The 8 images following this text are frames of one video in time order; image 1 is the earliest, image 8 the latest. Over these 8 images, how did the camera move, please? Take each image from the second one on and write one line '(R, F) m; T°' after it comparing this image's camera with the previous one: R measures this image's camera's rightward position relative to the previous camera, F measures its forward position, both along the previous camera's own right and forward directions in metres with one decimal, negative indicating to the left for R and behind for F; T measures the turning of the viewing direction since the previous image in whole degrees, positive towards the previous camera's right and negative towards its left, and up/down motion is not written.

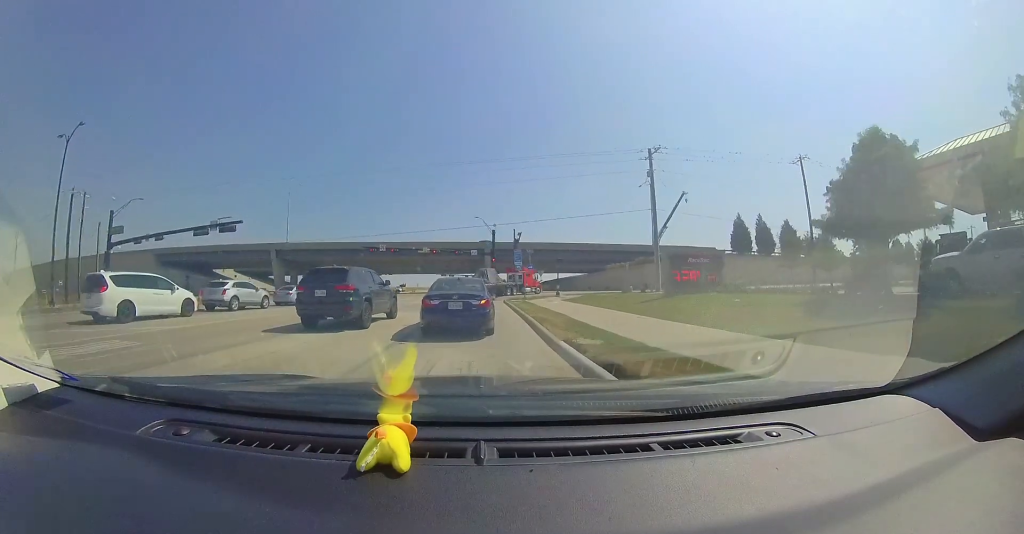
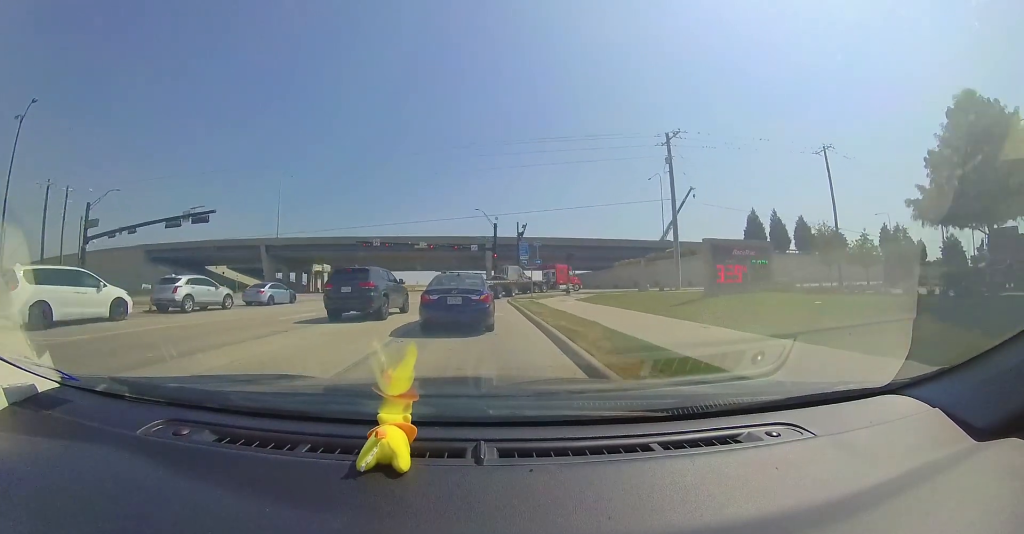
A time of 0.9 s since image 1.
(0.0, +3.7) m; 0°
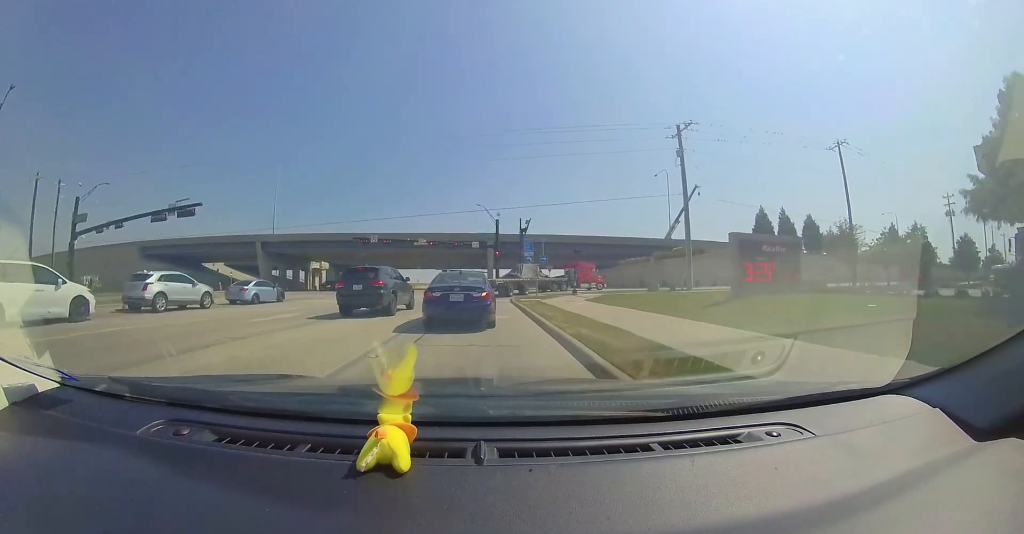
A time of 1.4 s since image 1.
(0.0, +1.9) m; 0°
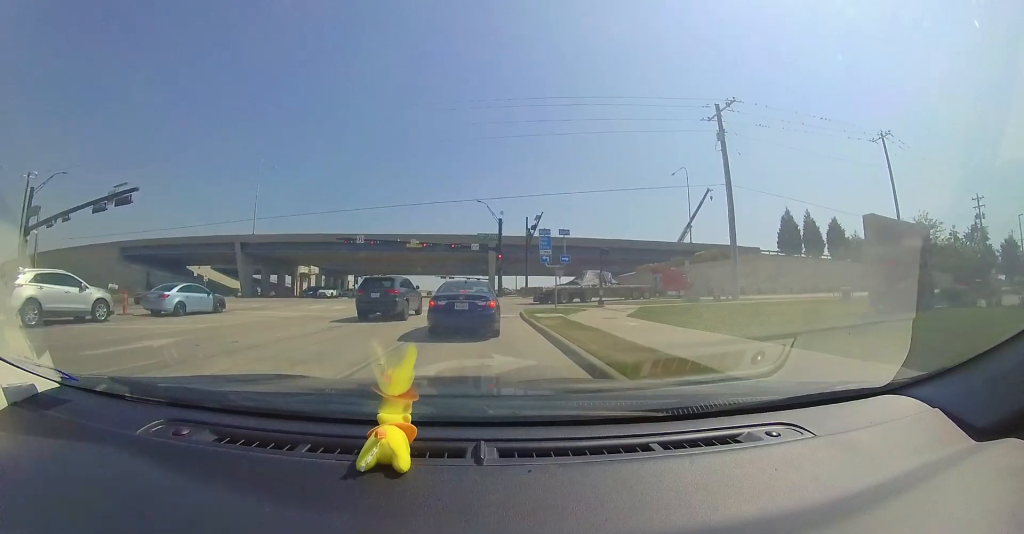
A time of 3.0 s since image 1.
(0.0, +5.6) m; 0°
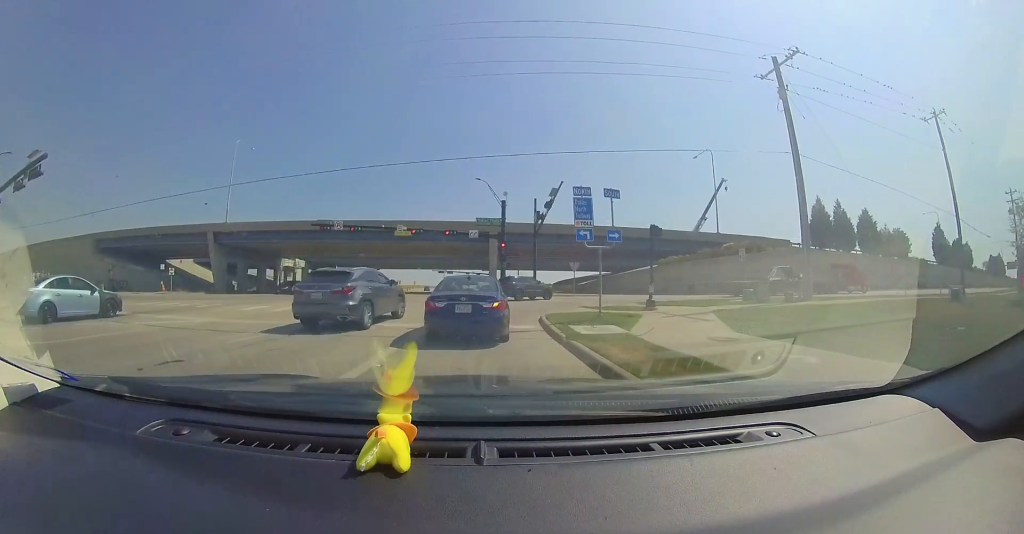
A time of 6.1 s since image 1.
(0.0, +7.9) m; 0°
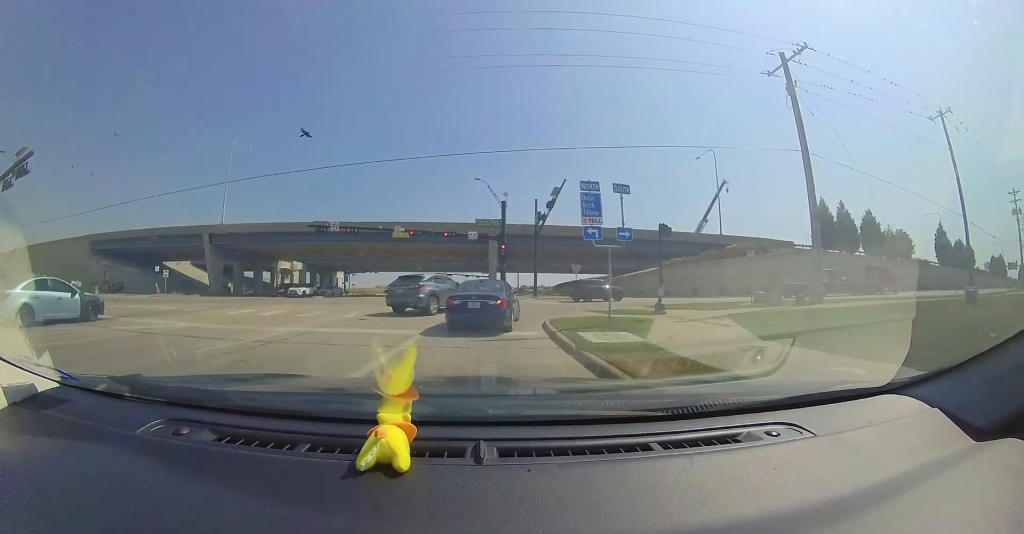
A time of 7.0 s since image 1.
(0.0, +0.6) m; 0°
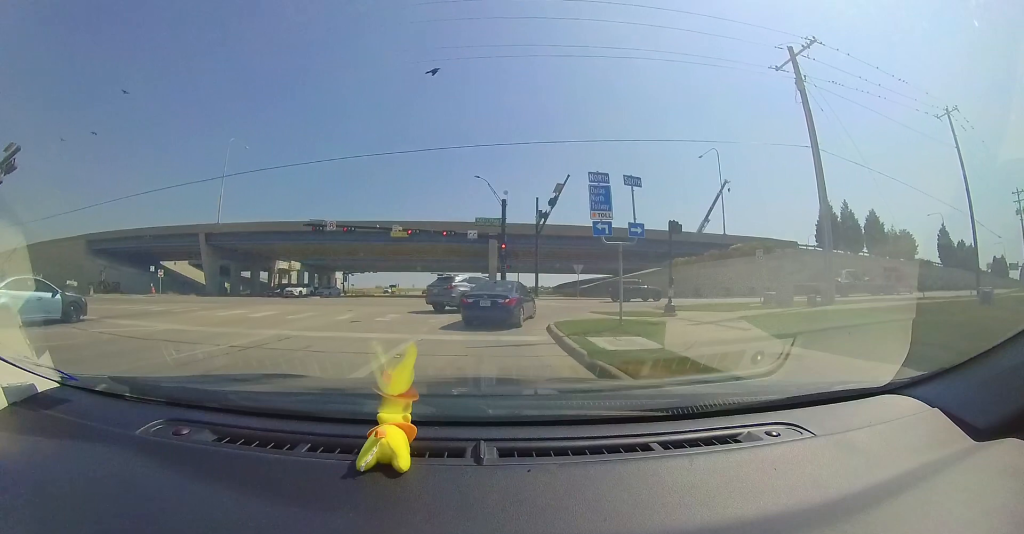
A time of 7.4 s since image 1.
(0.0, 0.0) m; 0°
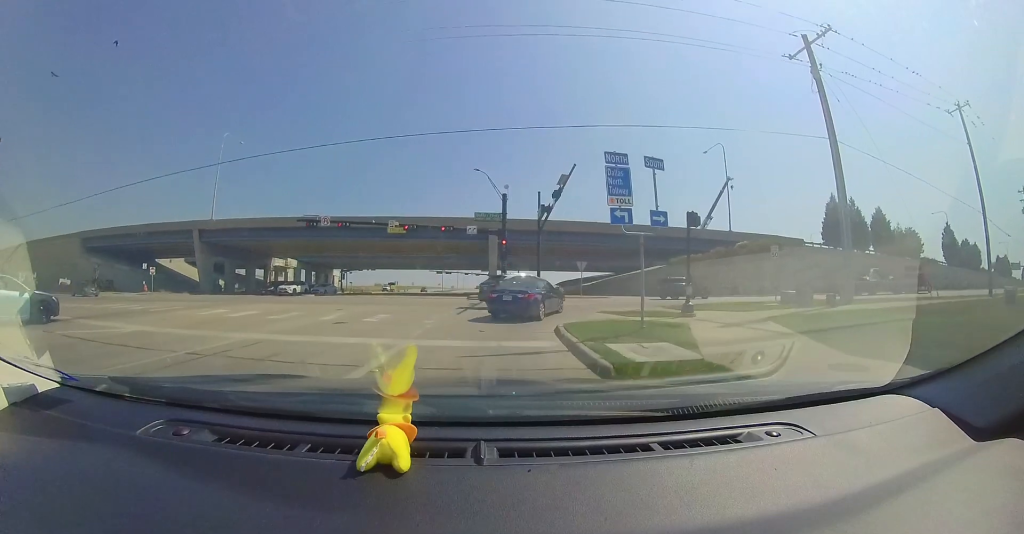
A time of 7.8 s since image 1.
(0.0, +0.7) m; 0°
